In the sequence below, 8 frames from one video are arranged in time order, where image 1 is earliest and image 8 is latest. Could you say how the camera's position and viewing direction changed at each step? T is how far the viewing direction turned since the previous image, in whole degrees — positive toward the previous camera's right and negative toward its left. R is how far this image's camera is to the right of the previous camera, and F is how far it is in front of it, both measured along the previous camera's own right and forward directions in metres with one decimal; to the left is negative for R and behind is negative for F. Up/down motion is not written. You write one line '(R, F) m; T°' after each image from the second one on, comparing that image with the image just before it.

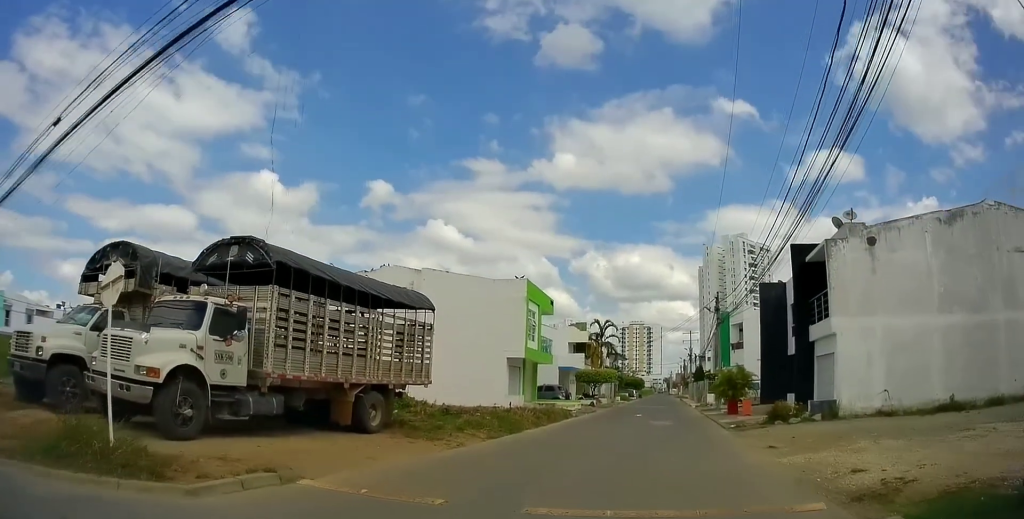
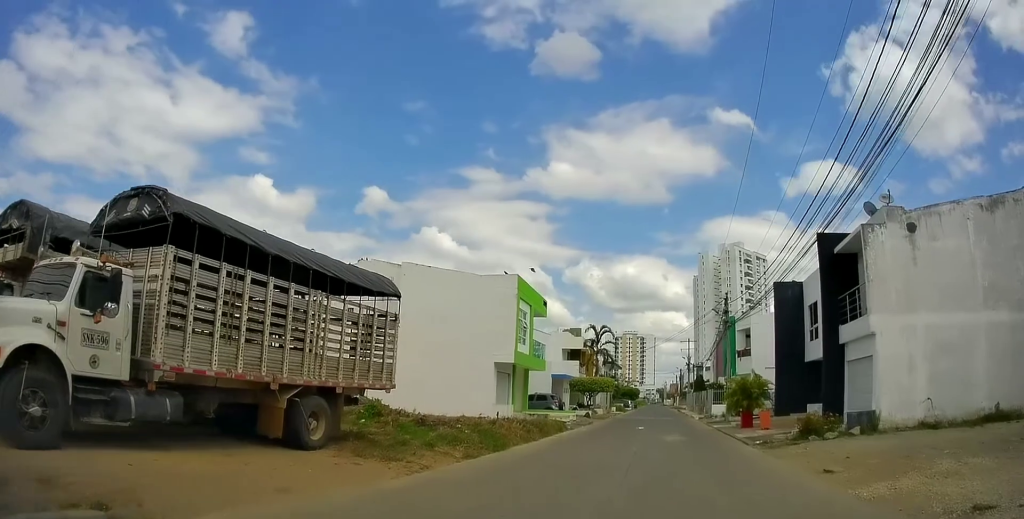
(-0.1, +3.3) m; +2°
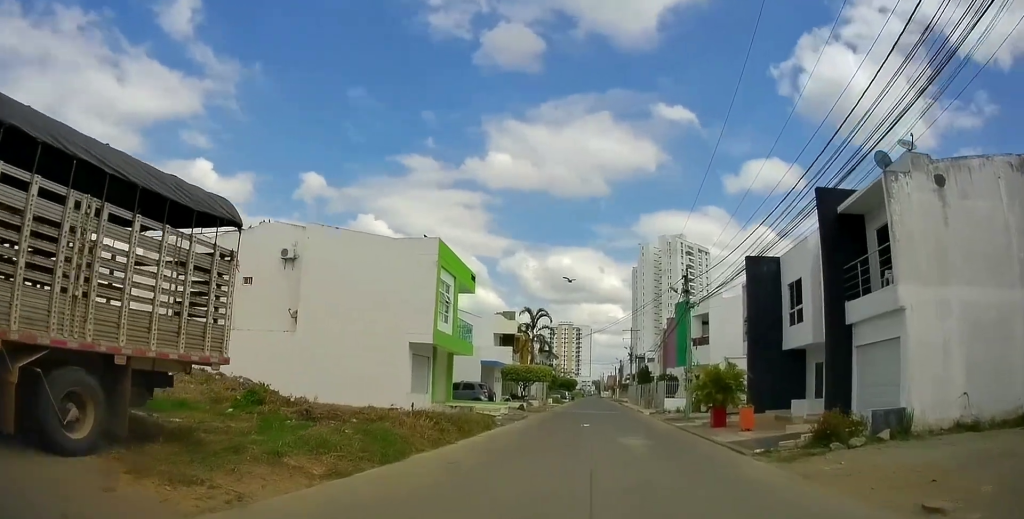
(+0.6, +5.7) m; +12°
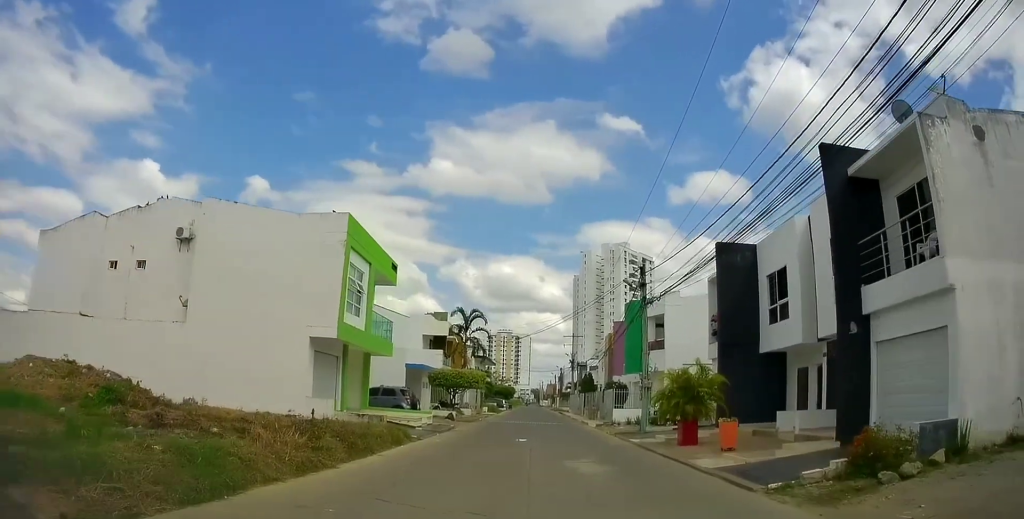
(+0.4, +4.8) m; +6°
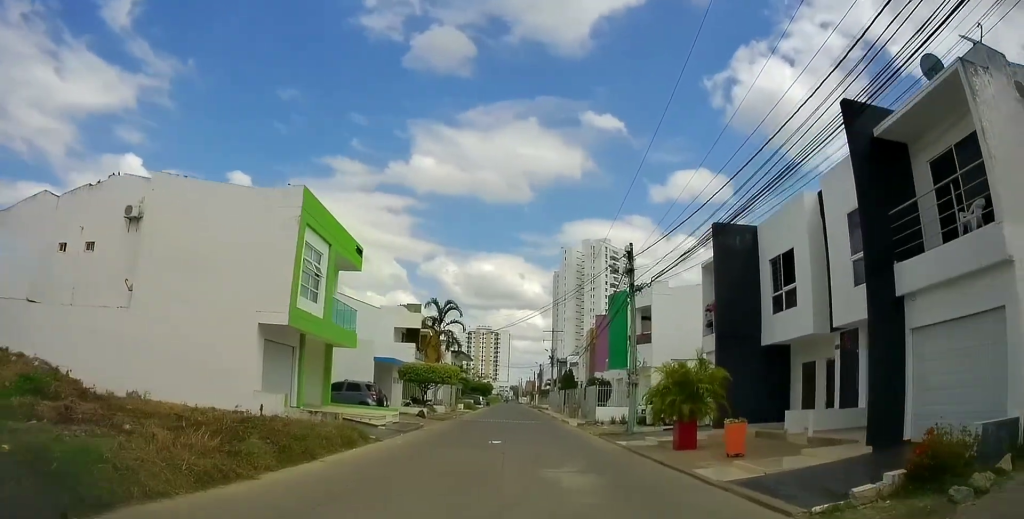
(0.0, +2.3) m; 0°
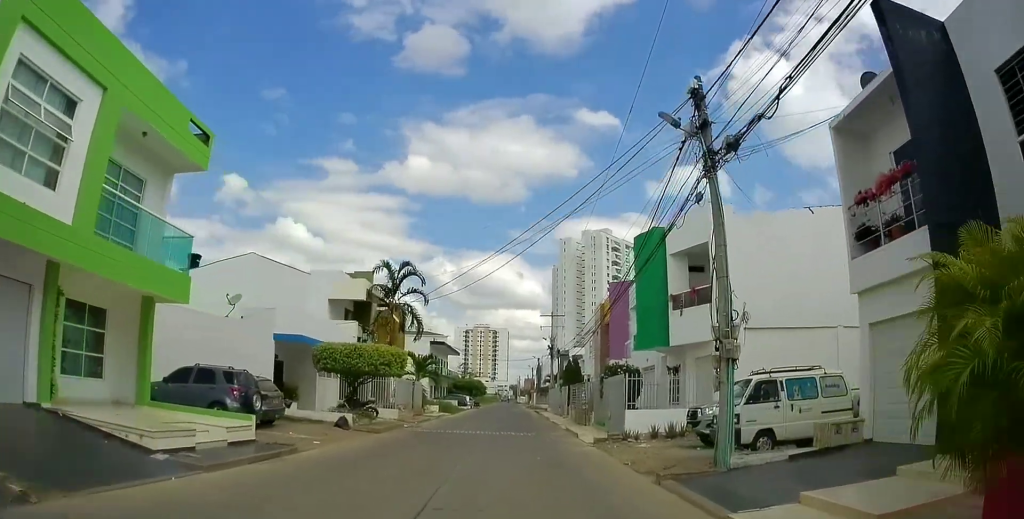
(-0.1, +11.9) m; 0°
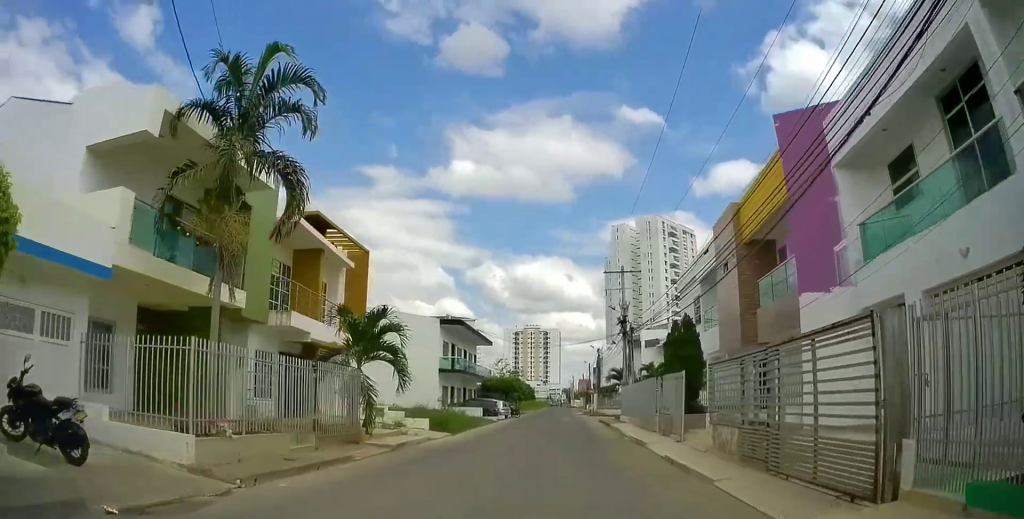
(-0.5, +20.6) m; -4°
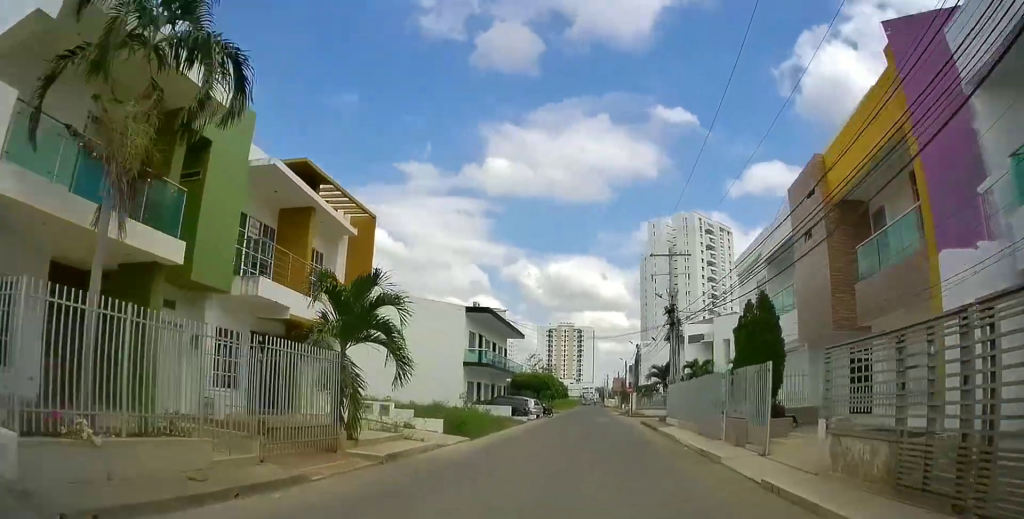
(-0.1, +4.3) m; -1°
